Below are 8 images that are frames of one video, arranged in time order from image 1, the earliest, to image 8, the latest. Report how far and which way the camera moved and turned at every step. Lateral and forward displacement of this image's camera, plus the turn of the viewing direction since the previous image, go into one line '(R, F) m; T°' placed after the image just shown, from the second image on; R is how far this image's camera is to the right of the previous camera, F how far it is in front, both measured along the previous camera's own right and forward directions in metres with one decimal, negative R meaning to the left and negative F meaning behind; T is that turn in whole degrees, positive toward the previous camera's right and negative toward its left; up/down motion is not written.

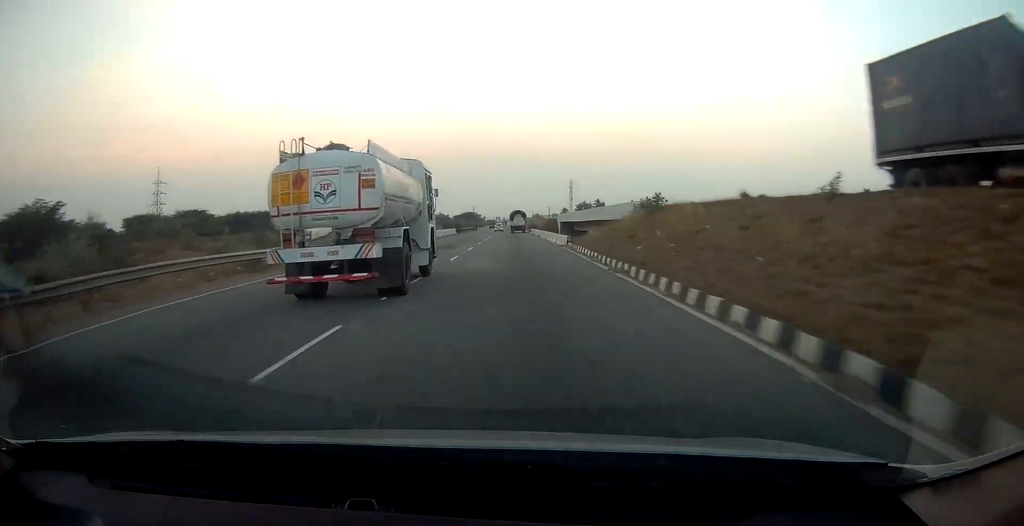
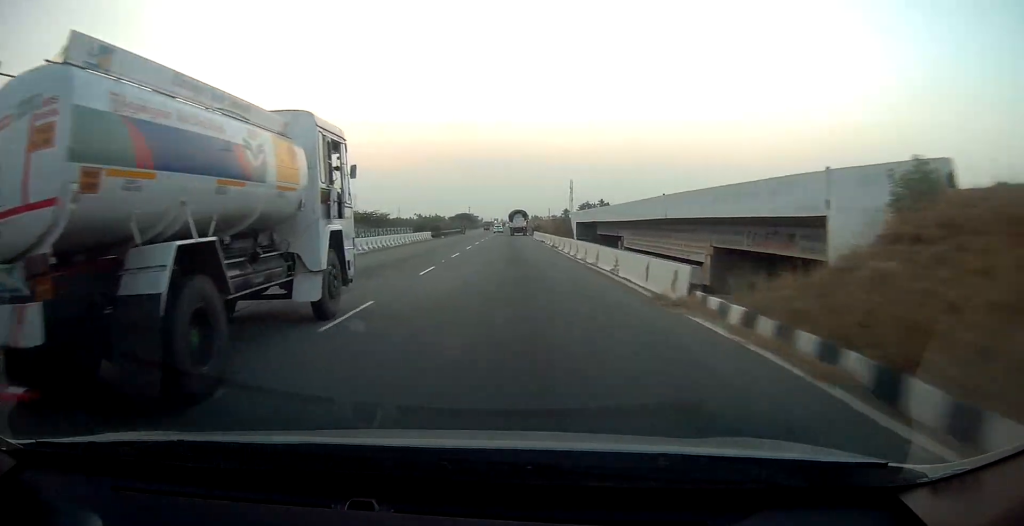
(0.0, +24.1) m; 0°
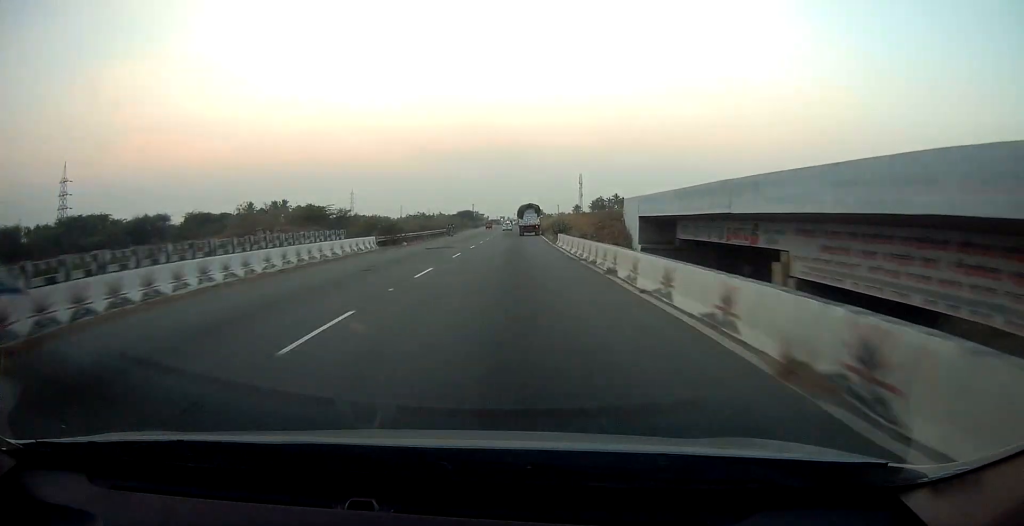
(+0.1, +28.3) m; 0°
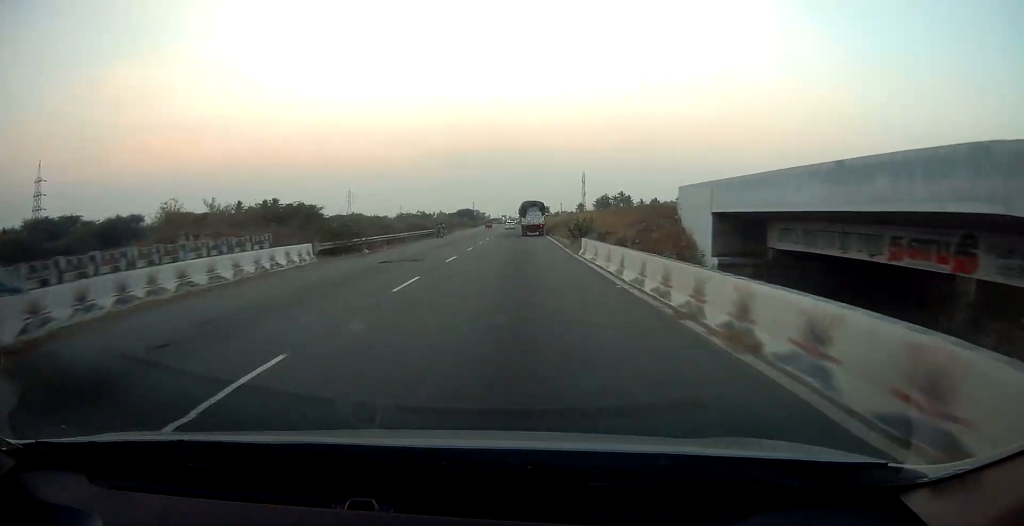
(0.0, +12.1) m; 0°
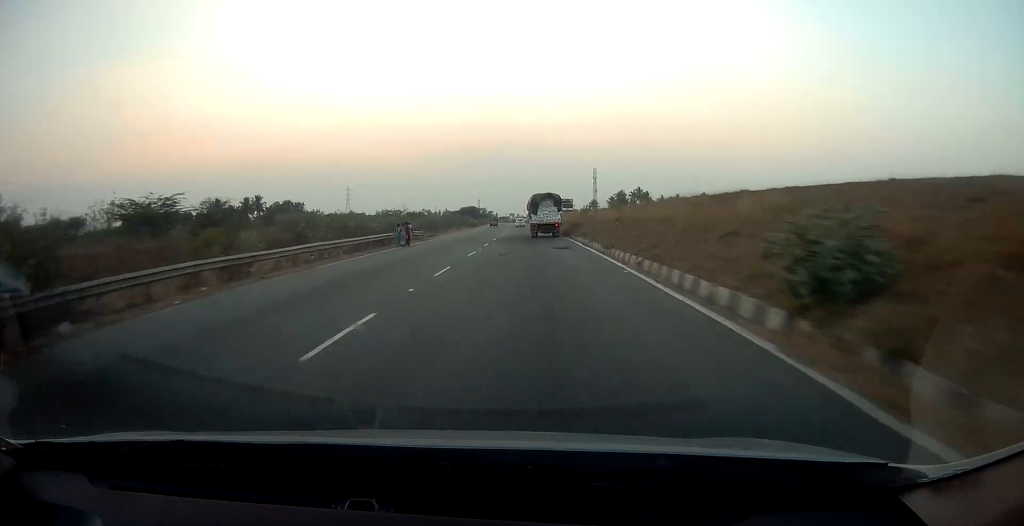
(-0.2, +24.1) m; -1°
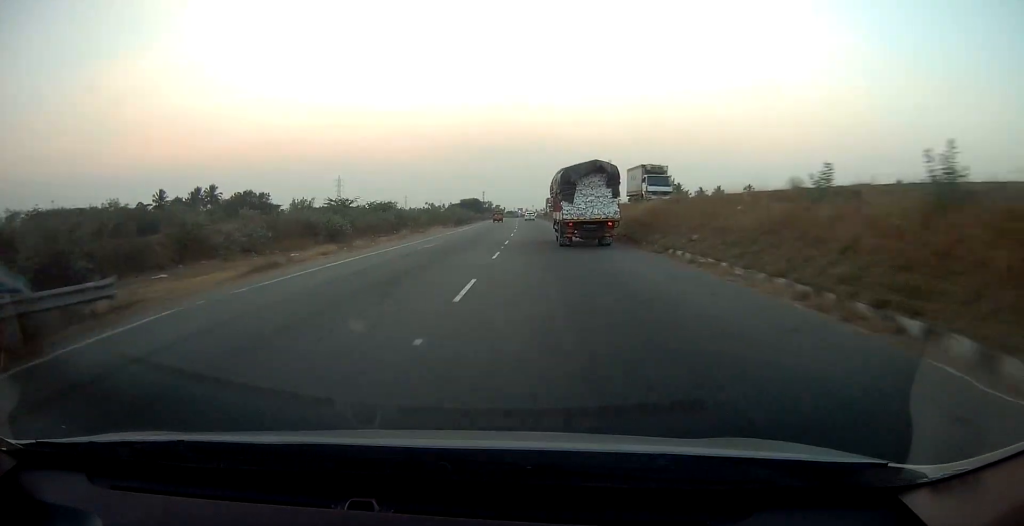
(-0.4, +41.3) m; -1°
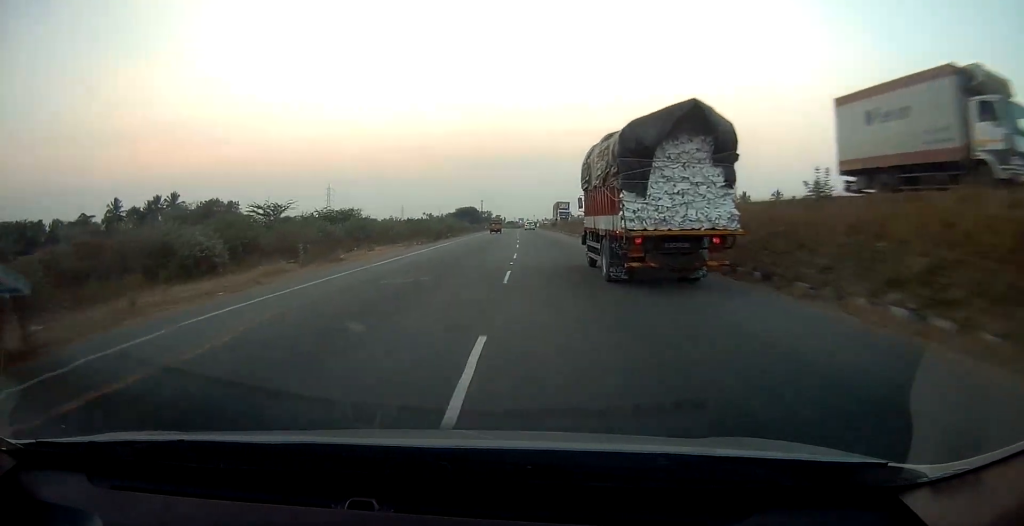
(+0.1, +23.3) m; 0°
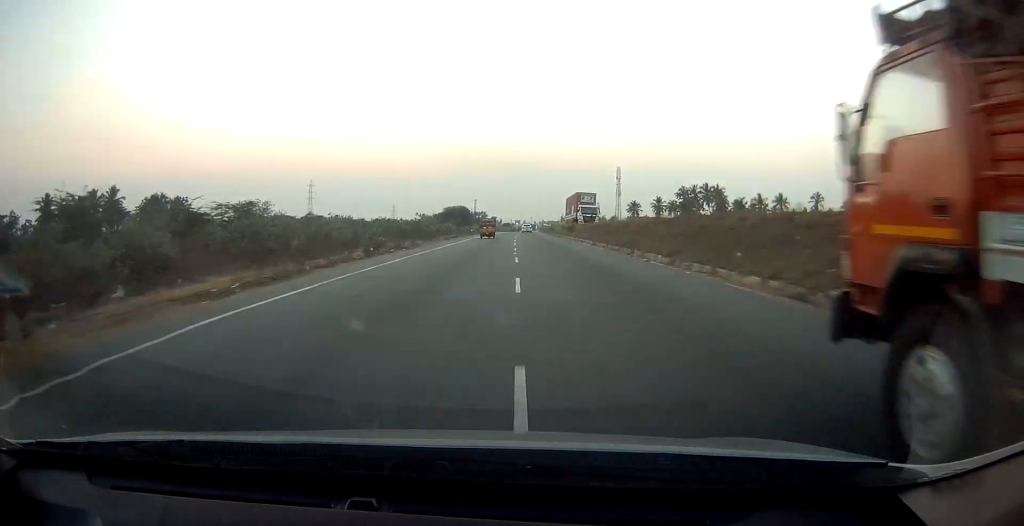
(-0.1, +28.2) m; 0°
